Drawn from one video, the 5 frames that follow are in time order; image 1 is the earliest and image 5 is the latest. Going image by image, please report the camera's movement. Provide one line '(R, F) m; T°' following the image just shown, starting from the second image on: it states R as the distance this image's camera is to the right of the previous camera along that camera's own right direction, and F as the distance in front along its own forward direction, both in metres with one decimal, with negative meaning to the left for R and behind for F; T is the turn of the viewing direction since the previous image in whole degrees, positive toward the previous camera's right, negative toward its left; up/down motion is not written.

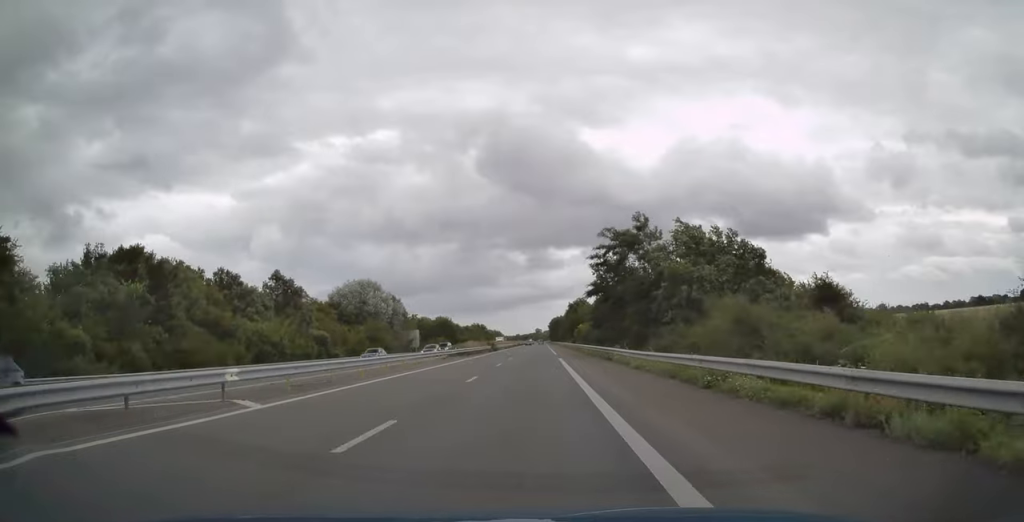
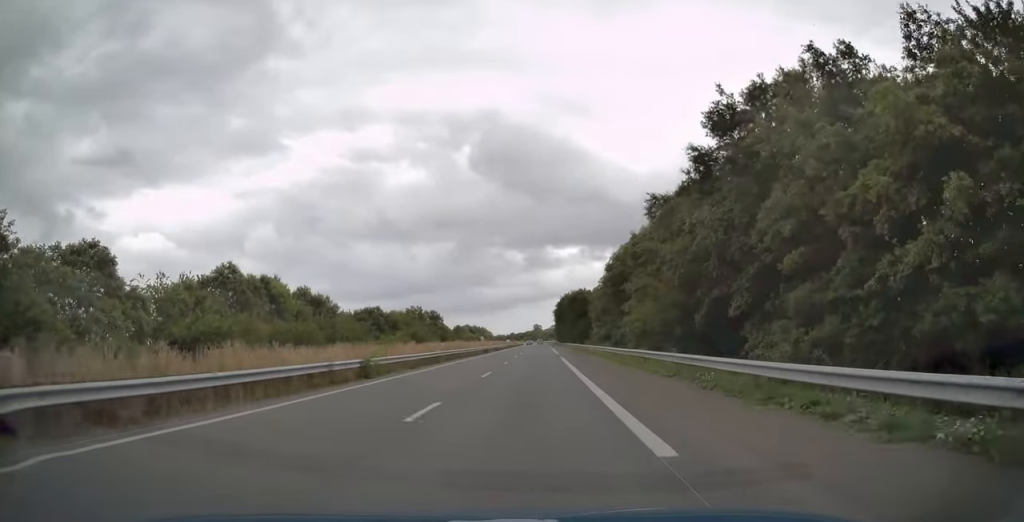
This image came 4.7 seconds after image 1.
(-0.9, +150.8) m; -1°
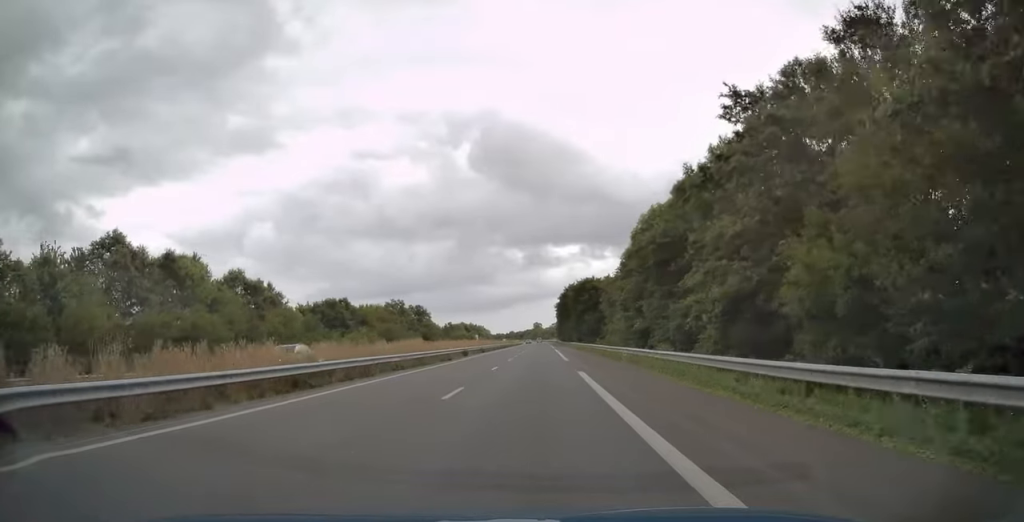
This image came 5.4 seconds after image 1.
(-0.1, +22.0) m; +1°
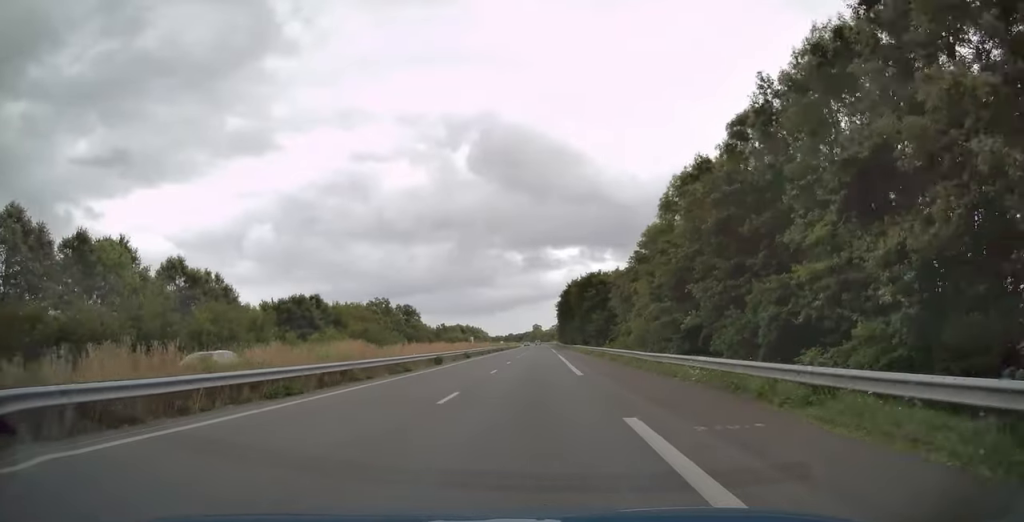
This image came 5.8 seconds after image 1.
(+0.1, +13.4) m; 0°
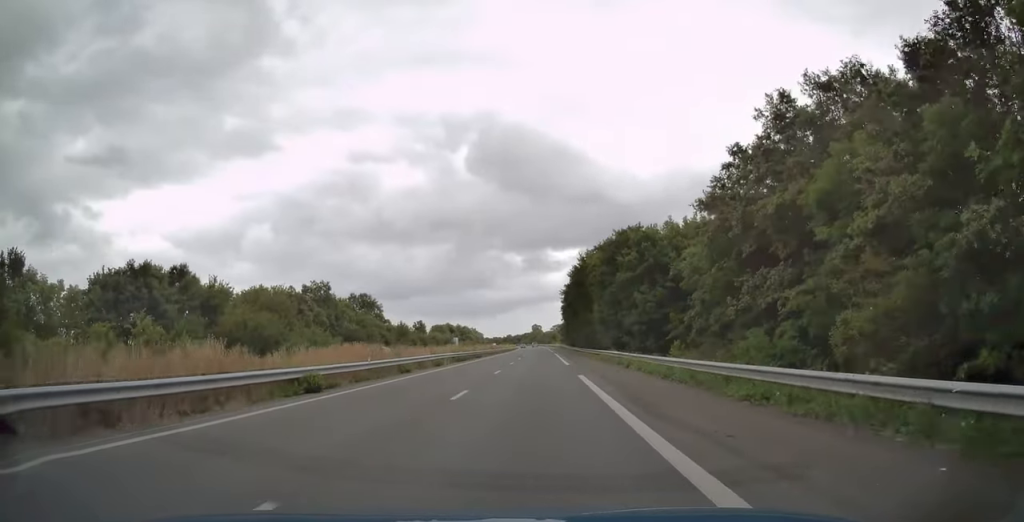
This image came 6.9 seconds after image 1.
(0.0, +37.0) m; 0°
